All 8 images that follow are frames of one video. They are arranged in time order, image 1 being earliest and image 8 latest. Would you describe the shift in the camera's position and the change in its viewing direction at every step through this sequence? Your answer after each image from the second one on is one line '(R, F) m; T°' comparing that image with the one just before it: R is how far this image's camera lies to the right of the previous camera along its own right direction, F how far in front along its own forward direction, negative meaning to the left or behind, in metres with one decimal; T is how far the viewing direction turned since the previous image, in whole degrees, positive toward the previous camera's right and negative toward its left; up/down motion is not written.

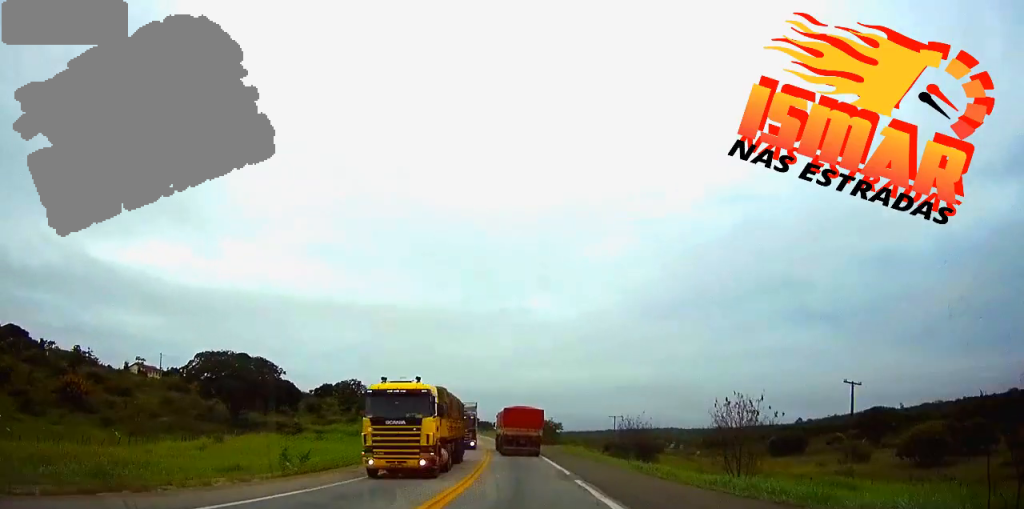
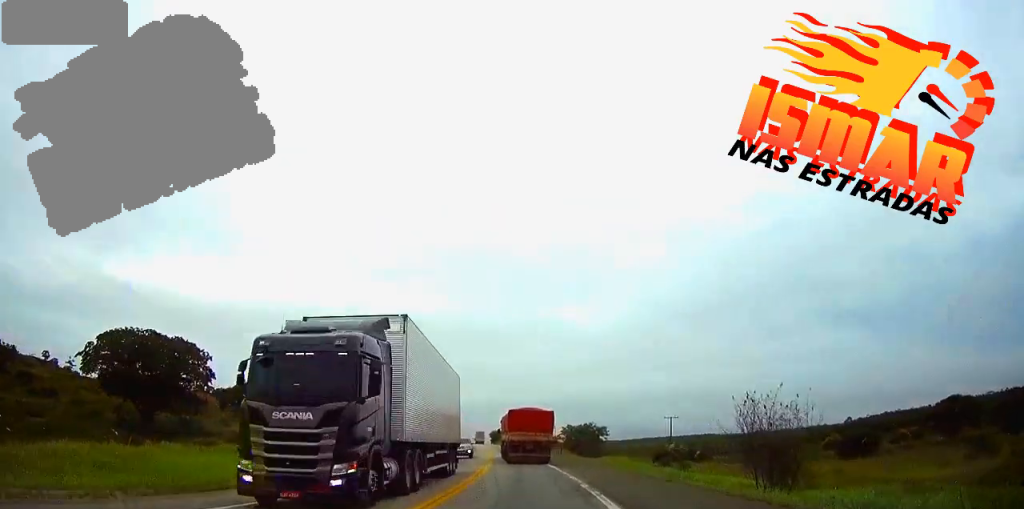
(-0.4, +27.8) m; -3°
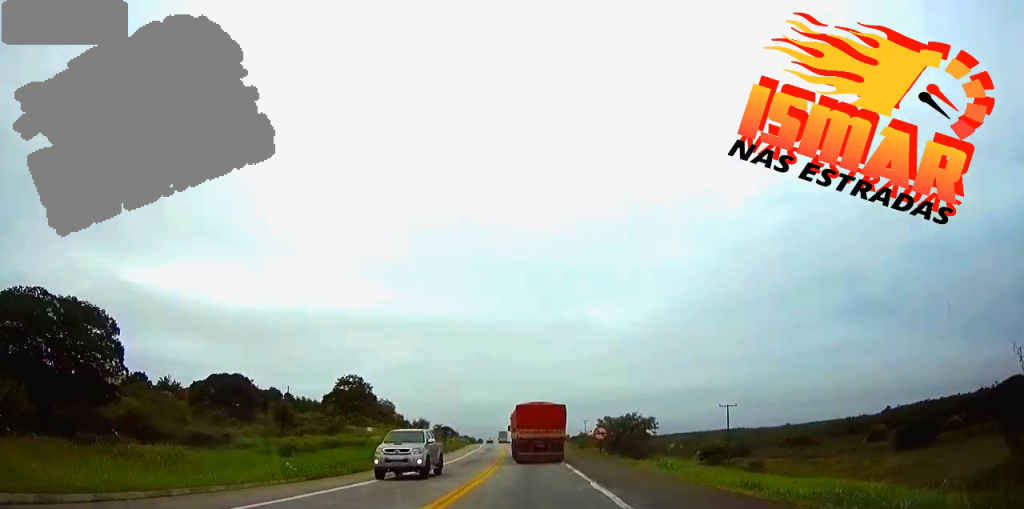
(-0.9, +18.8) m; -2°
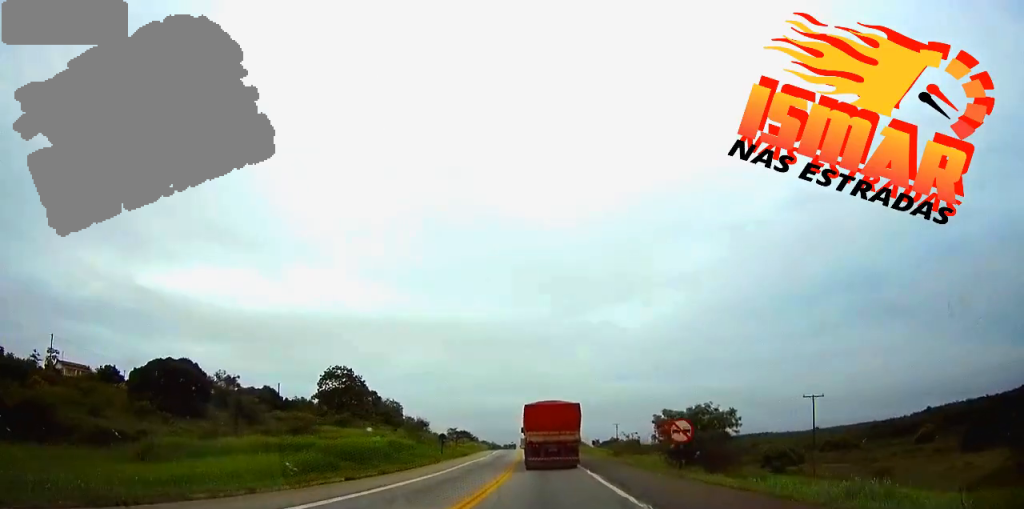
(-0.4, +21.6) m; -1°
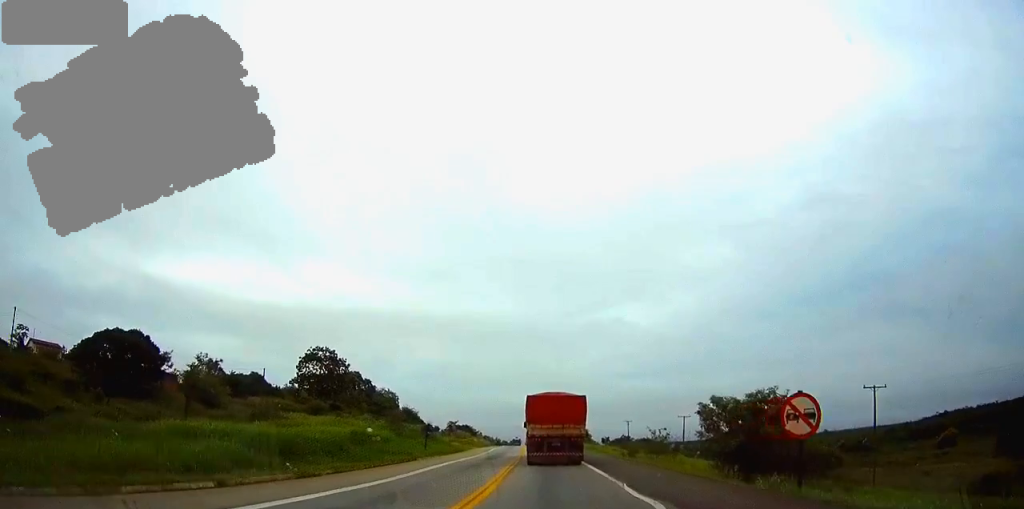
(+0.1, +12.1) m; 0°
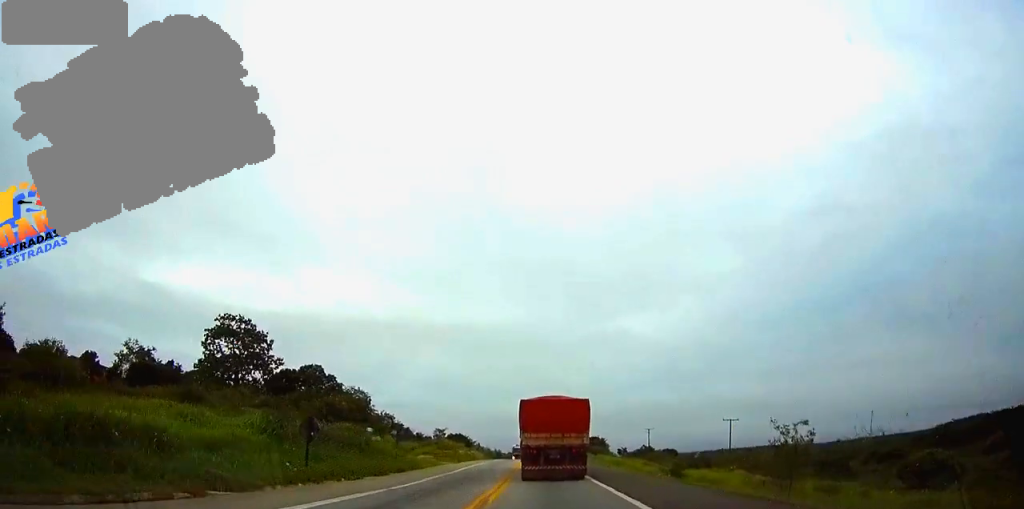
(-0.4, +28.1) m; -1°
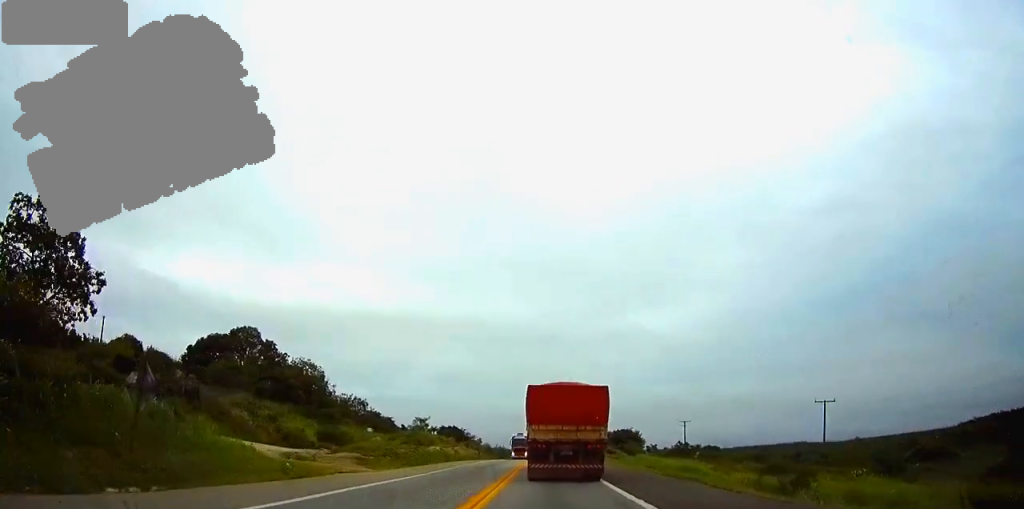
(-0.2, +31.2) m; -1°
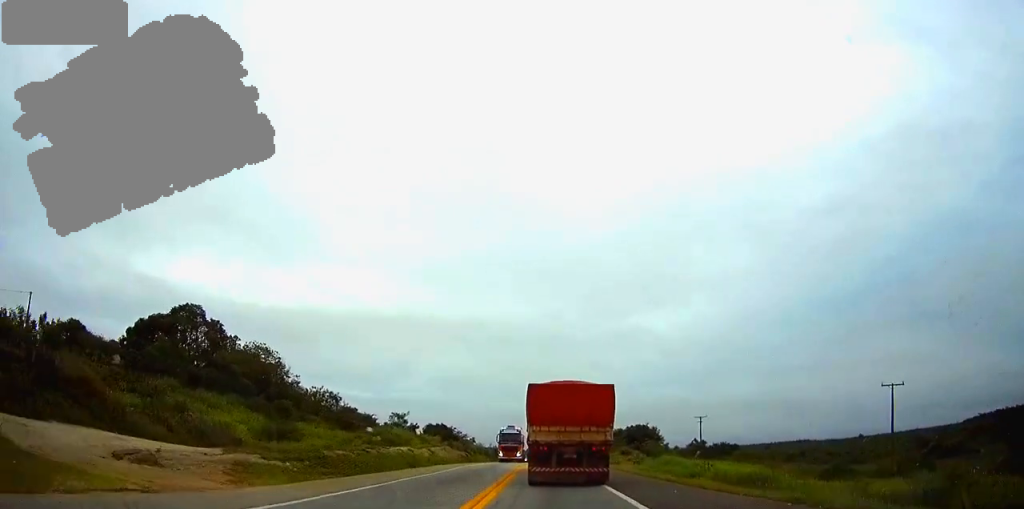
(0.0, +15.0) m; 0°
